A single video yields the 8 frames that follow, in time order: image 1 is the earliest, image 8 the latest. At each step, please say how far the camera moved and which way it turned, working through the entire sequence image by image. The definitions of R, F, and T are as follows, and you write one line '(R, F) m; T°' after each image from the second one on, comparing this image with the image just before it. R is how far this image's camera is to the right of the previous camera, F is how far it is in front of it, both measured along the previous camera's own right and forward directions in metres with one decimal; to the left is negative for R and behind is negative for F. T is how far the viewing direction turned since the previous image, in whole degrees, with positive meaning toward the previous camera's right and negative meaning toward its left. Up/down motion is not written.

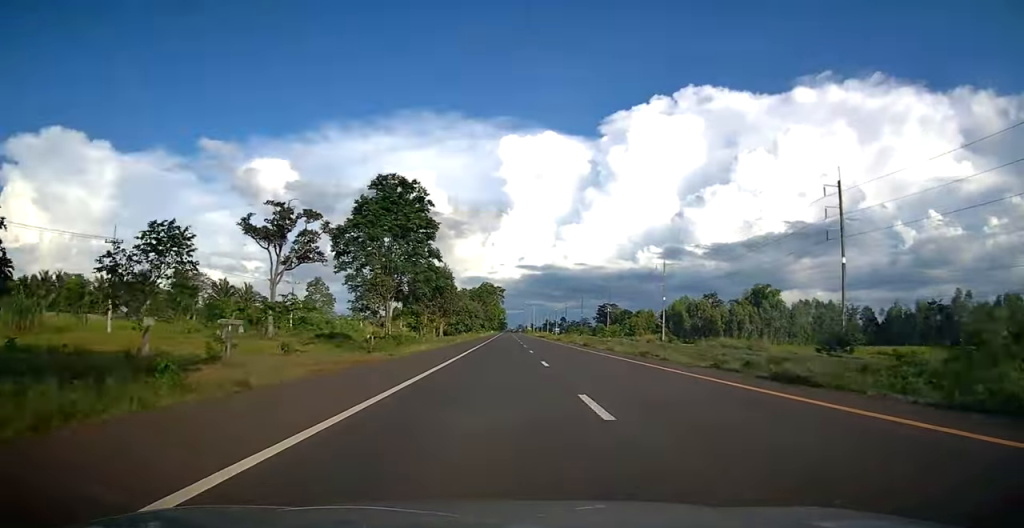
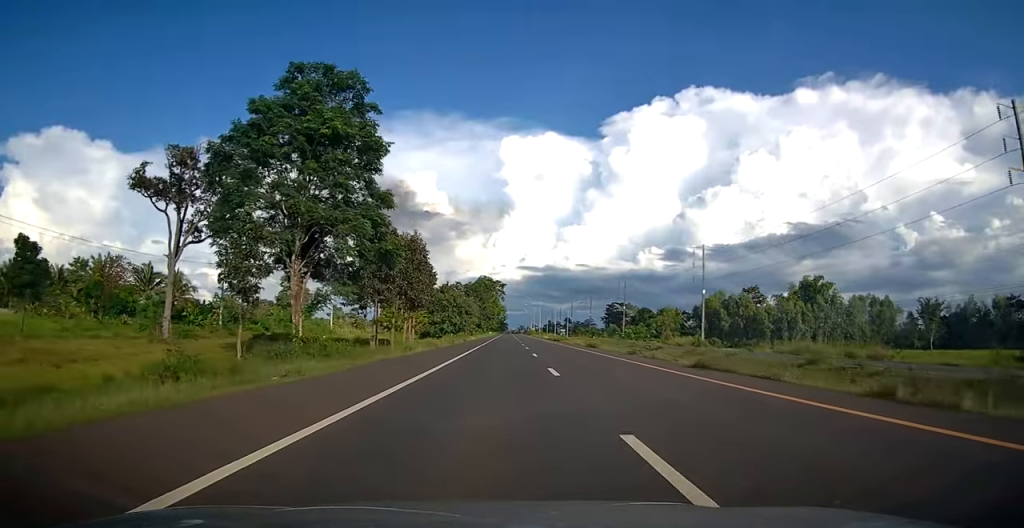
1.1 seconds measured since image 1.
(+0.1, +28.2) m; 0°
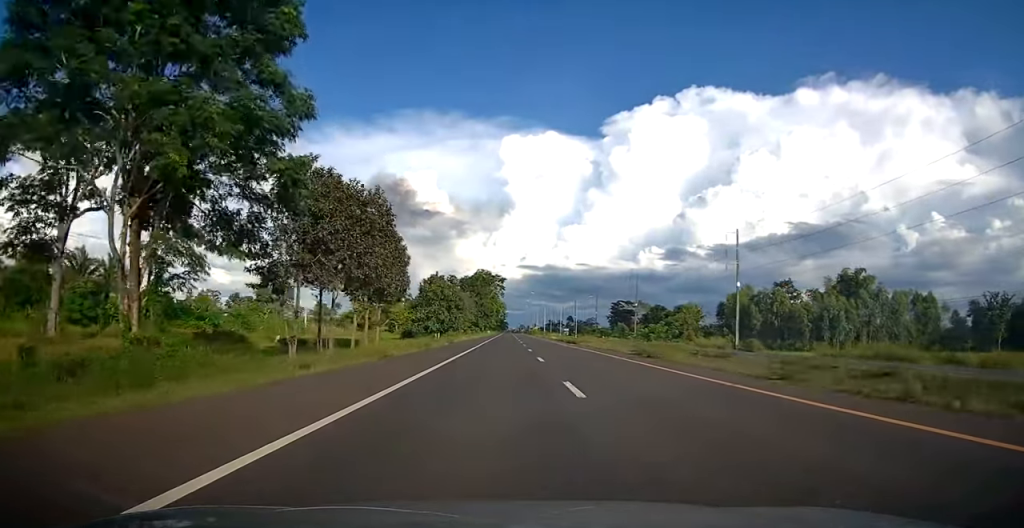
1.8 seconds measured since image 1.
(+0.1, +17.2) m; 0°
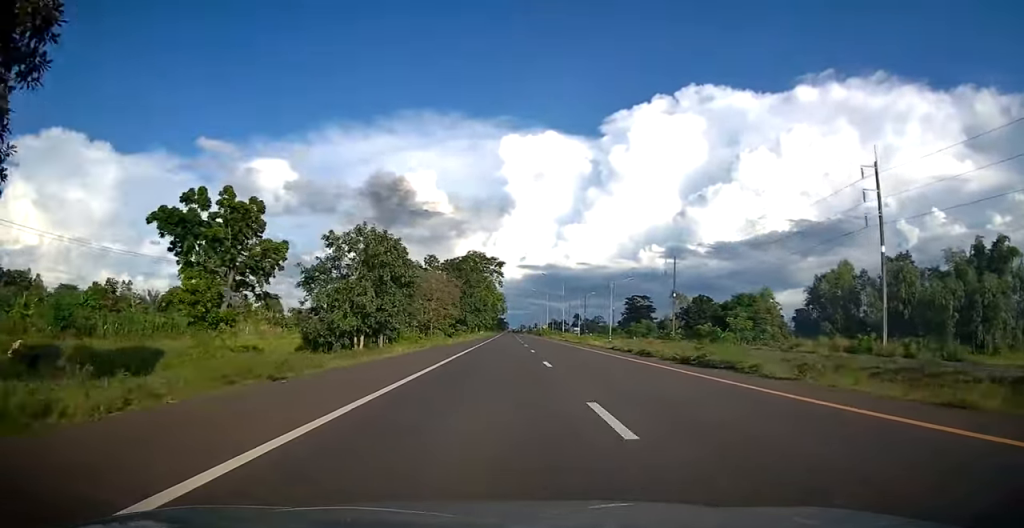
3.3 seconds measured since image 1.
(-0.2, +39.8) m; 0°
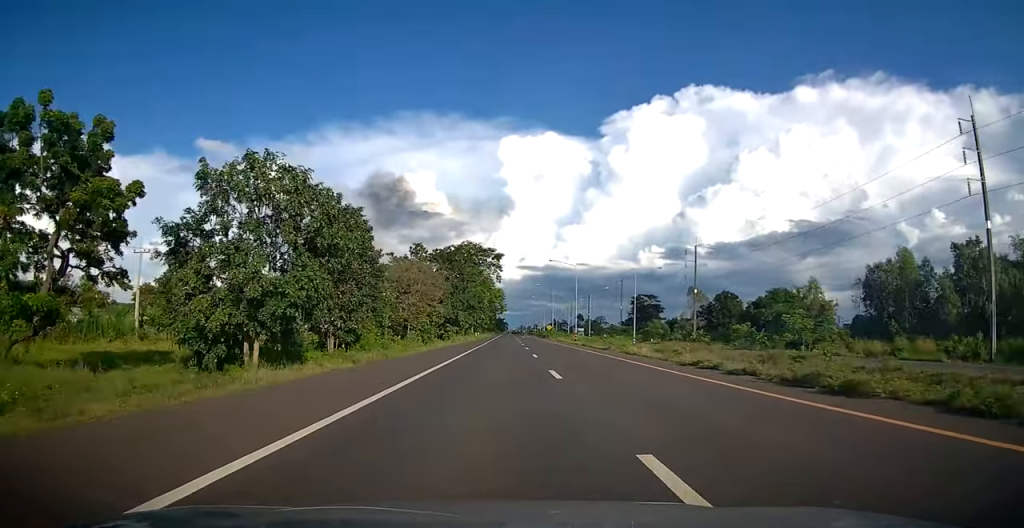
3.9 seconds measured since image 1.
(0.0, +15.5) m; 0°
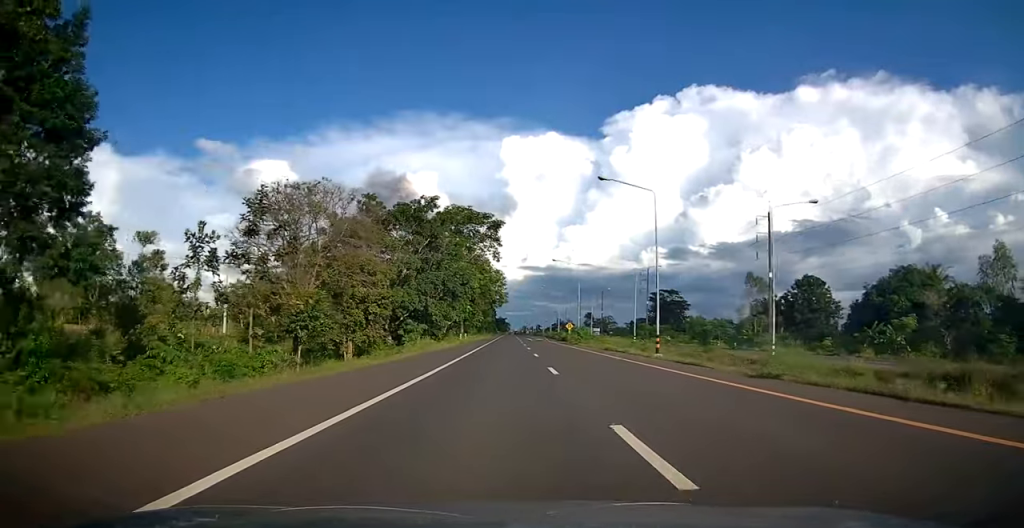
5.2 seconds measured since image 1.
(+0.1, +34.0) m; 0°
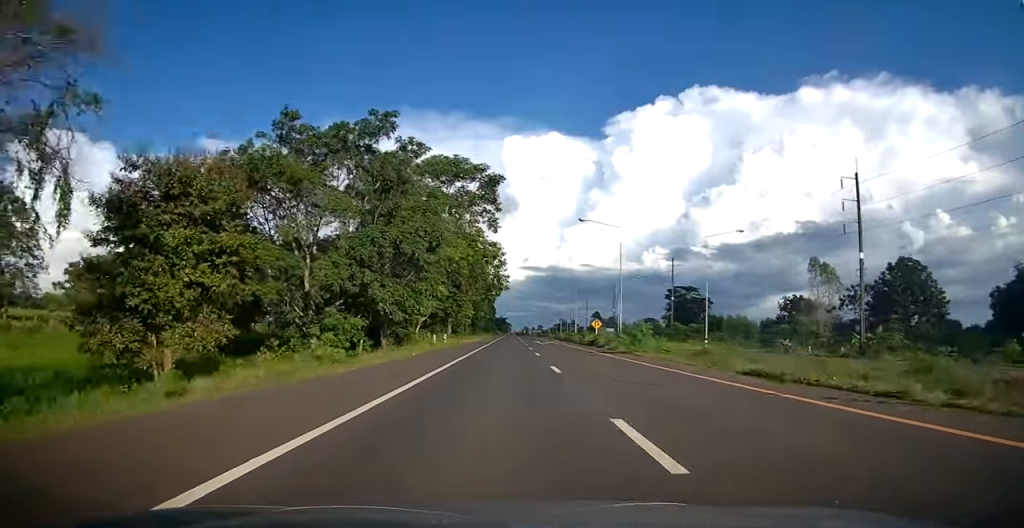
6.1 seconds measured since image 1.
(0.0, +23.3) m; 0°
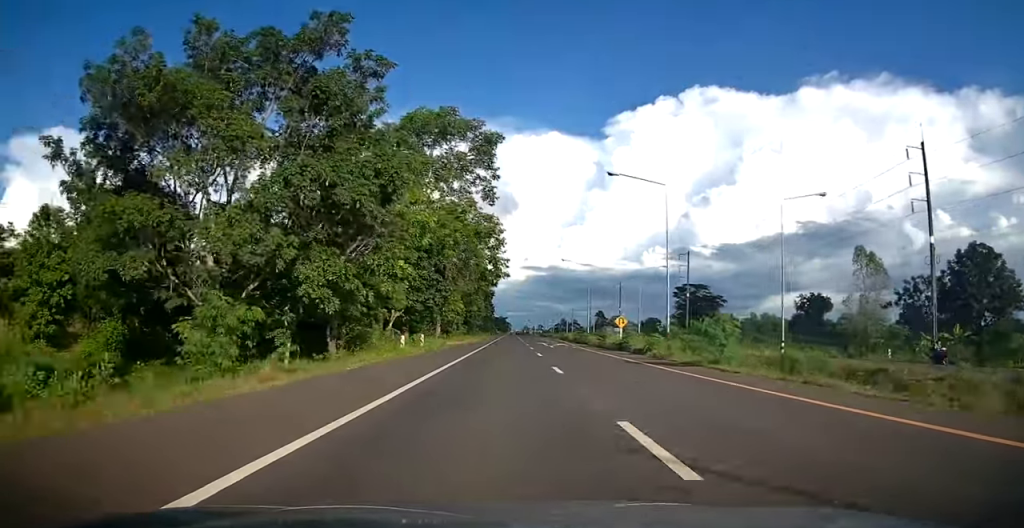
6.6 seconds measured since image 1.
(0.0, +12.1) m; 0°
